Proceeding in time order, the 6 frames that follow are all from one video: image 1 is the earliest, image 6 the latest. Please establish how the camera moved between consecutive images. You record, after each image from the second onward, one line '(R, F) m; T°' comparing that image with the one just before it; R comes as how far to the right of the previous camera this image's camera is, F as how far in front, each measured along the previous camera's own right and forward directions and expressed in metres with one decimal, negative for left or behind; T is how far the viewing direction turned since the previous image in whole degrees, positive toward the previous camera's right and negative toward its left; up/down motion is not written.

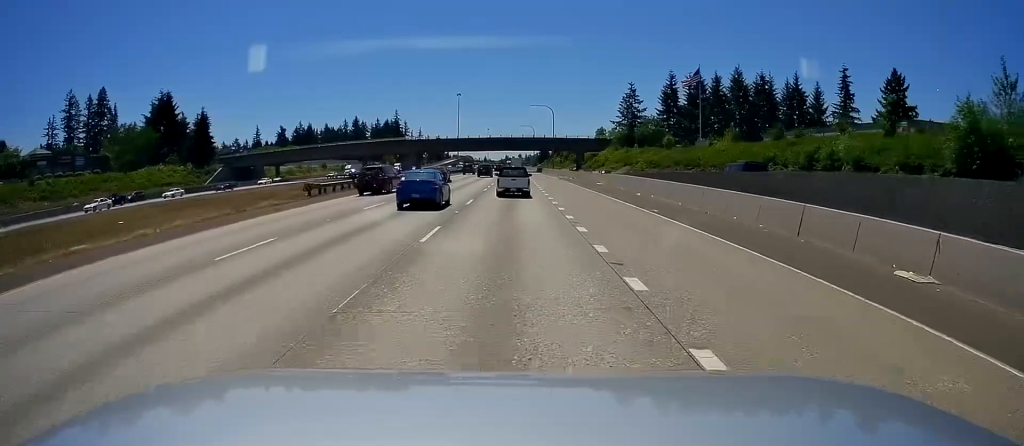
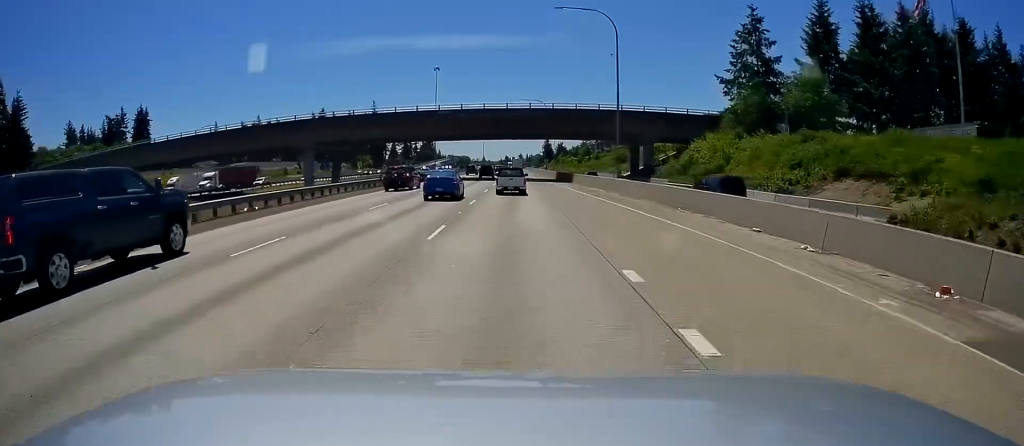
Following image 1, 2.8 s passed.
(-0.9, +78.4) m; -1°
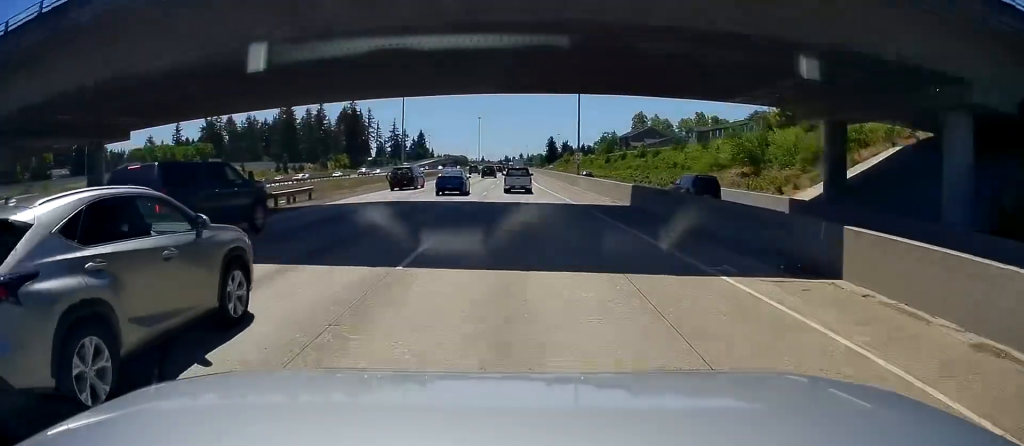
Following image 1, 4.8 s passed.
(-0.6, +54.3) m; +1°
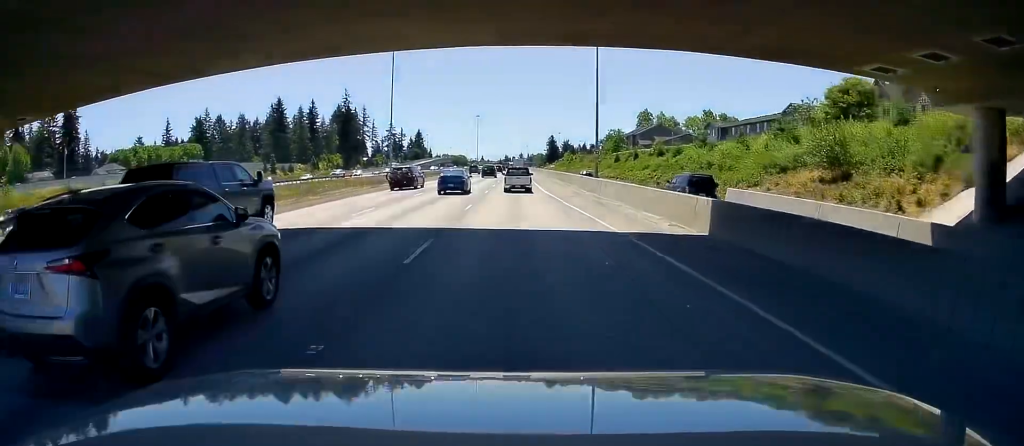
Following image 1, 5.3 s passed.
(+0.1, +12.1) m; +1°
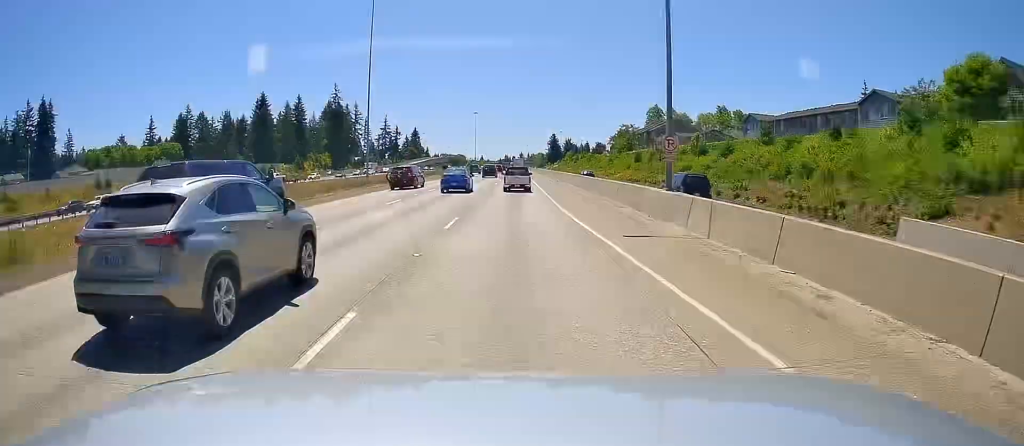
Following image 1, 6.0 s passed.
(+0.2, +19.3) m; +1°
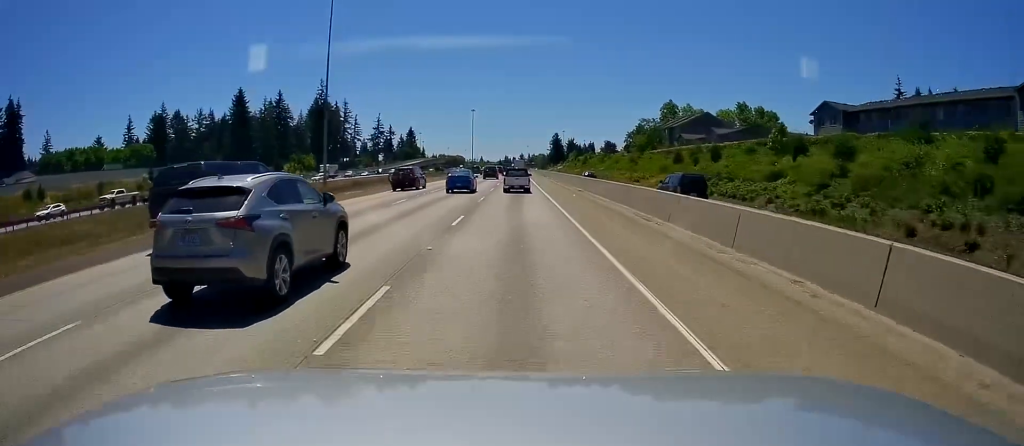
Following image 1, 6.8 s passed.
(0.0, +23.2) m; 0°
